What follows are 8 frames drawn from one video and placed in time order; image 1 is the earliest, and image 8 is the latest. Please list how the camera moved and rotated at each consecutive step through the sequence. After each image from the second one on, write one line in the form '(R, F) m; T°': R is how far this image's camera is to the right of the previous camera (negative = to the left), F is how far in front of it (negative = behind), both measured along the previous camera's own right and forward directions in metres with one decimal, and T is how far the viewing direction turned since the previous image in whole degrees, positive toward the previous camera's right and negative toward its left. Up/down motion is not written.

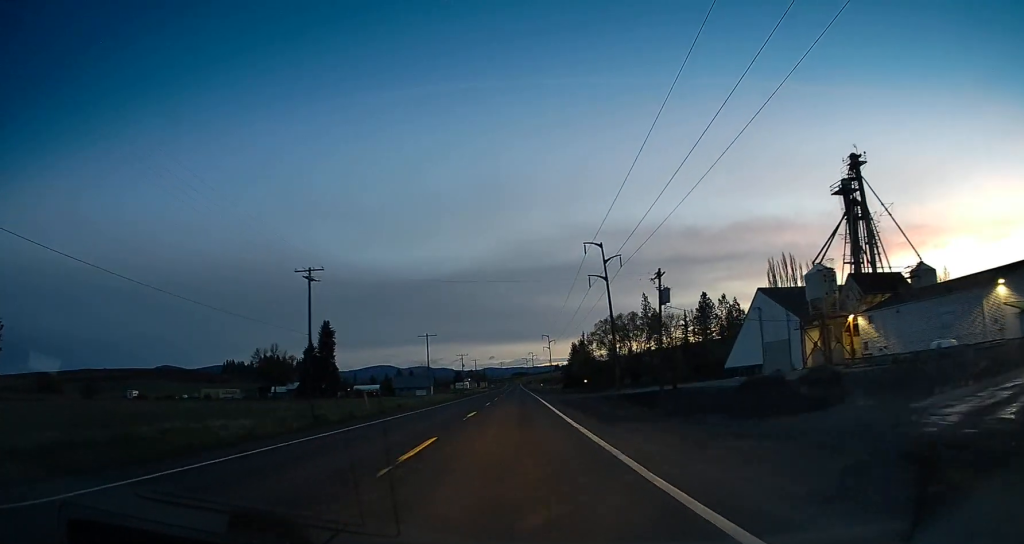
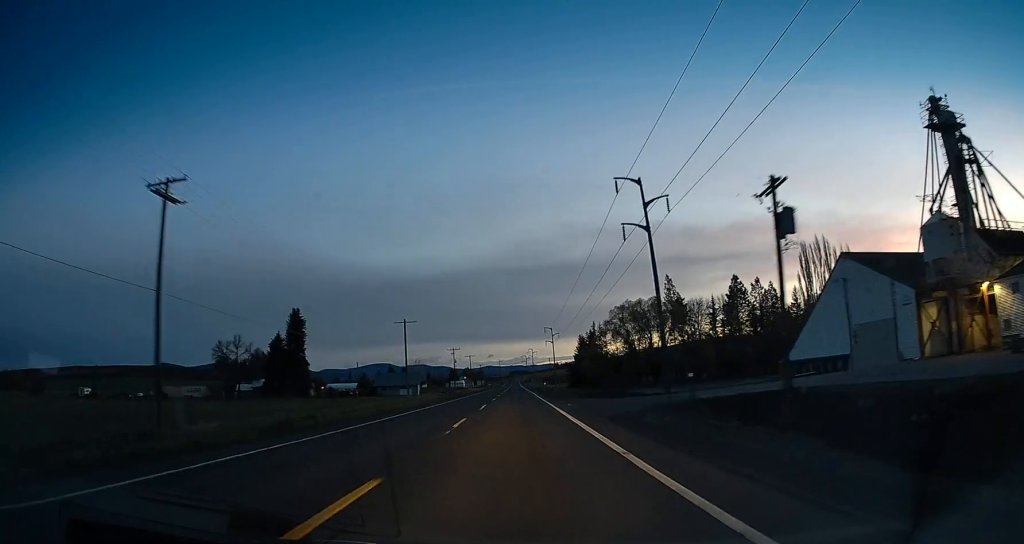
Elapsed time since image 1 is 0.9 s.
(+0.3, +21.9) m; 0°
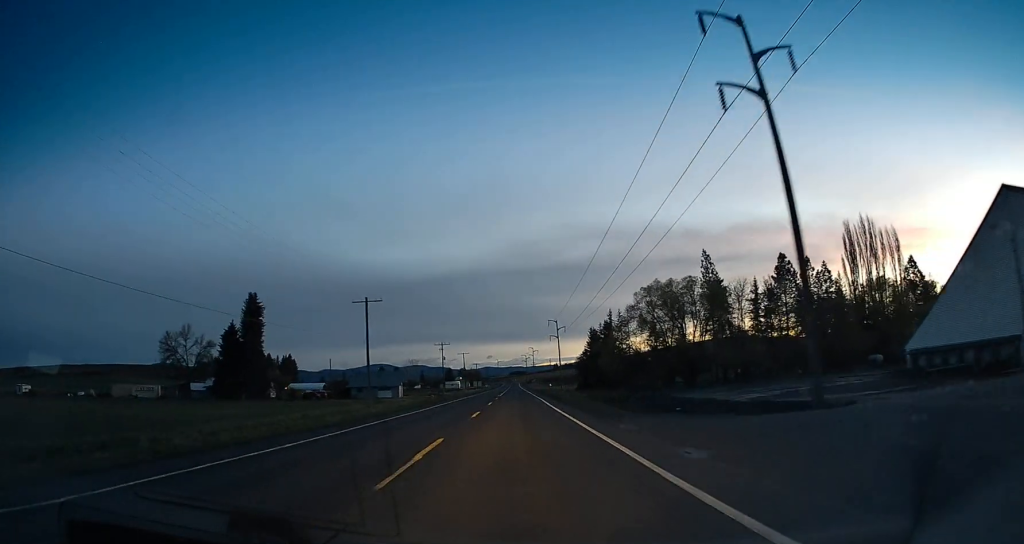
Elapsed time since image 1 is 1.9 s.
(-0.1, +23.7) m; -1°
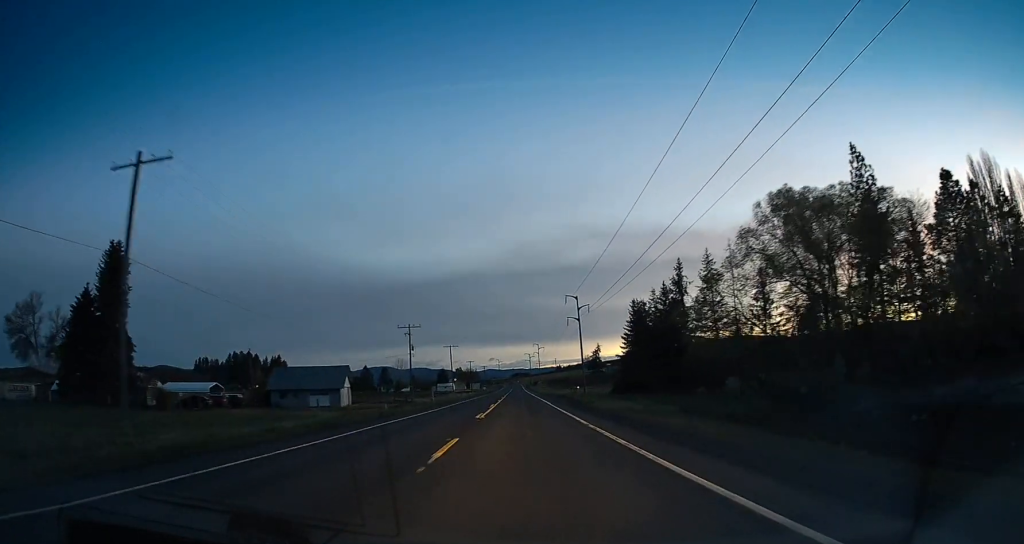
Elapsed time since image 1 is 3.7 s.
(-0.4, +44.5) m; 0°
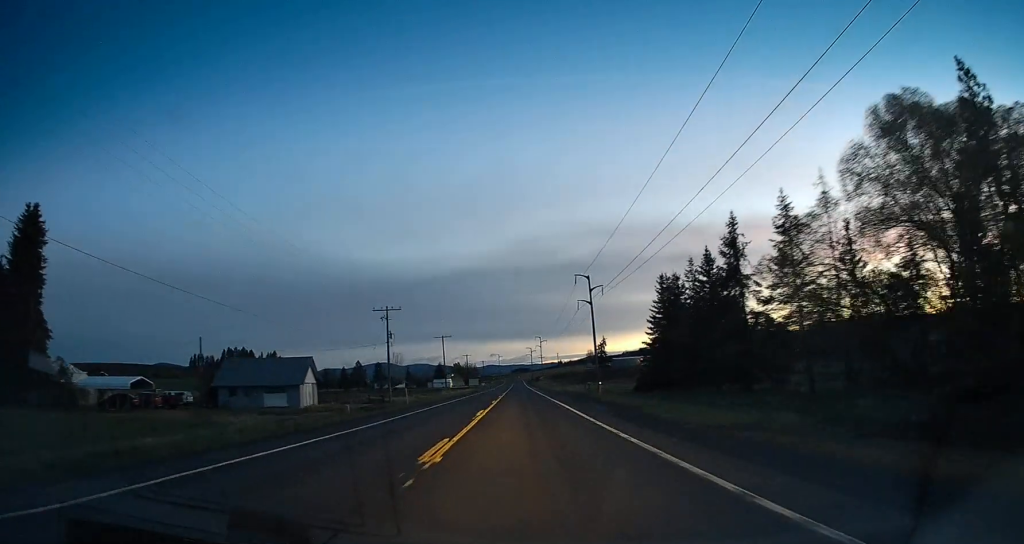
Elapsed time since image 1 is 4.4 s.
(+0.1, +16.2) m; 0°
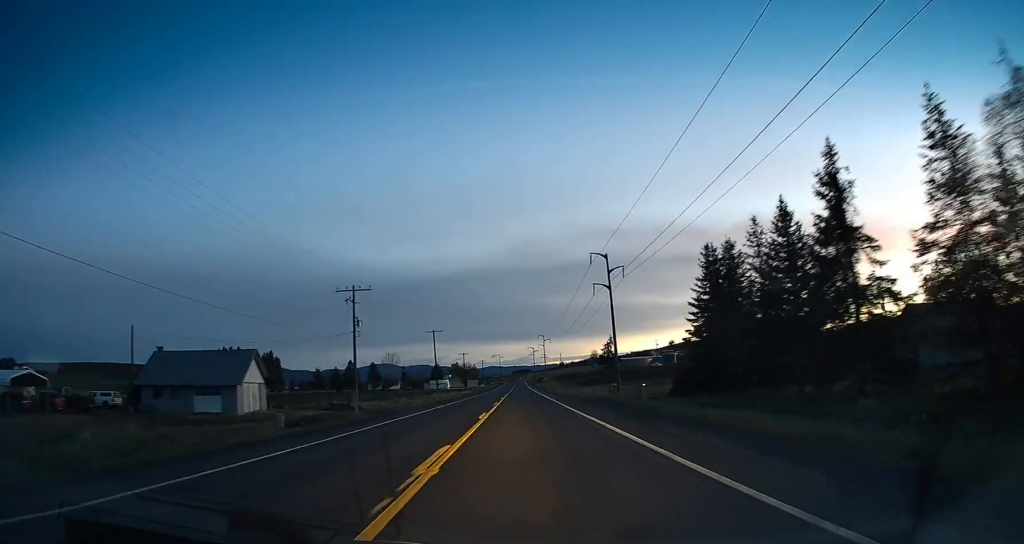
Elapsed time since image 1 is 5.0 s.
(0.0, +16.3) m; 0°
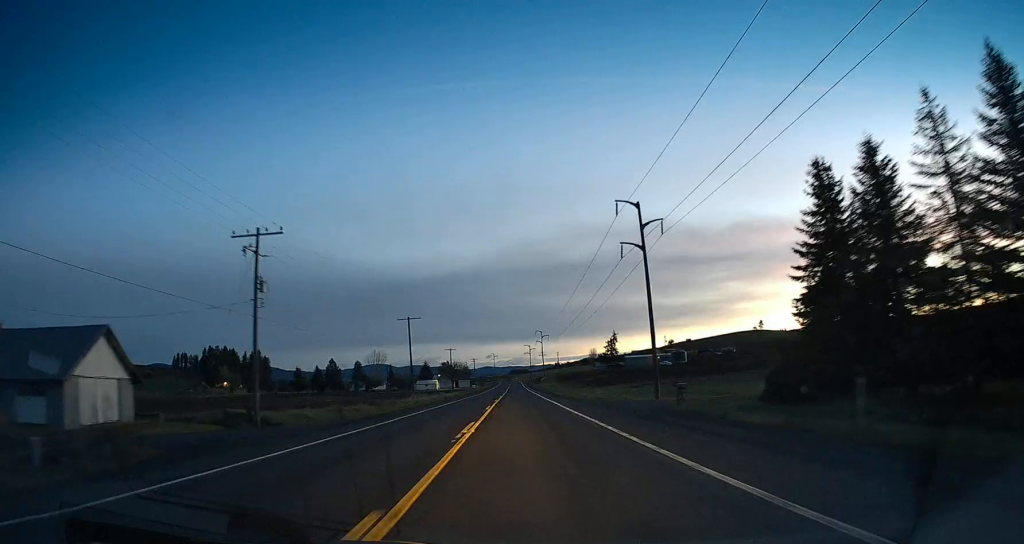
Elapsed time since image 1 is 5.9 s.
(+0.2, +22.0) m; -1°
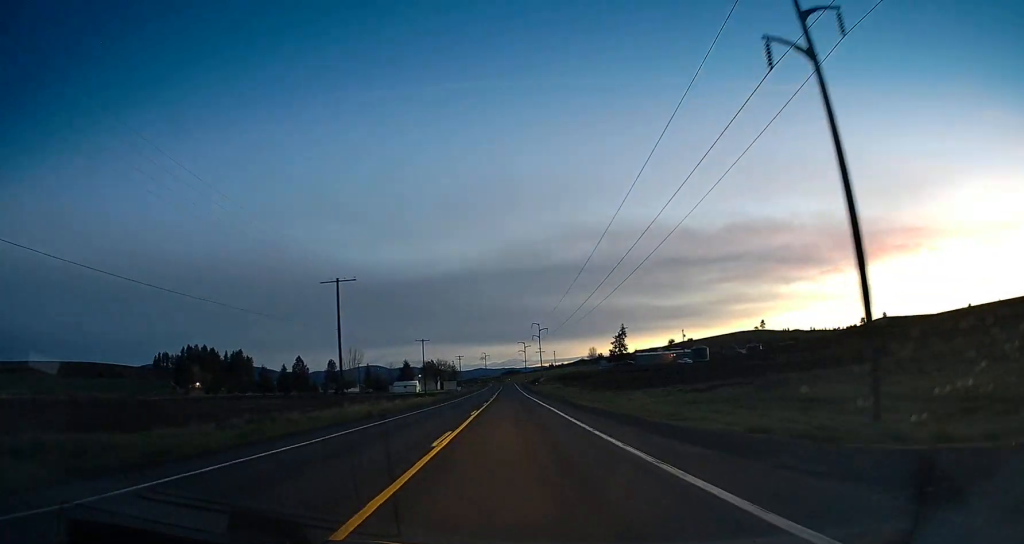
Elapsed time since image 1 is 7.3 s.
(-0.9, +33.5) m; -1°
